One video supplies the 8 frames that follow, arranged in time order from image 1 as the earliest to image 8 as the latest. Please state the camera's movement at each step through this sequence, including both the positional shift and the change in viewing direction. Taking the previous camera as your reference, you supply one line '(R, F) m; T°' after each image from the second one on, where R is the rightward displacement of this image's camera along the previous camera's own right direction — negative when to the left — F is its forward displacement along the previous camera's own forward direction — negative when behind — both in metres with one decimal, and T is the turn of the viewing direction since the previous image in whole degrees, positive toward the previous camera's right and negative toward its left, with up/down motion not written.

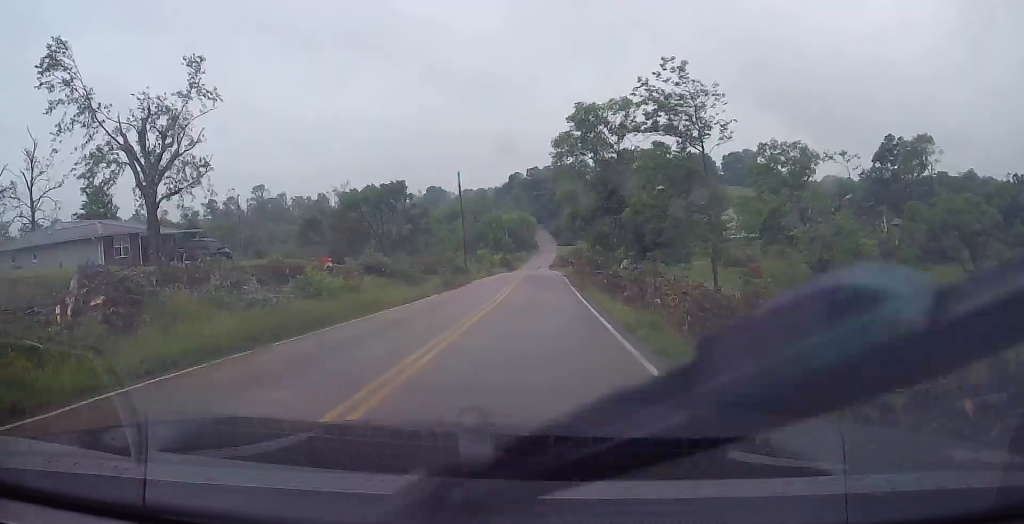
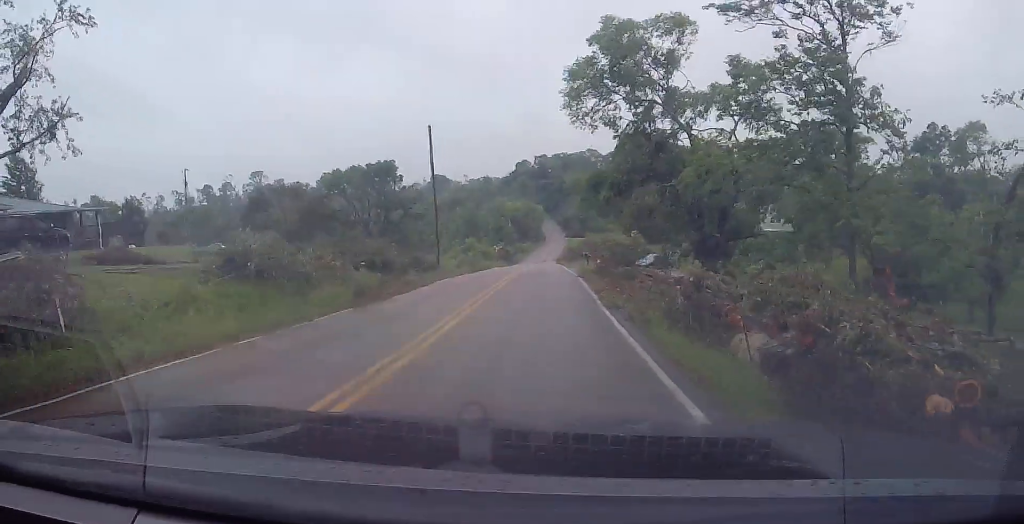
(+0.8, +15.6) m; +3°
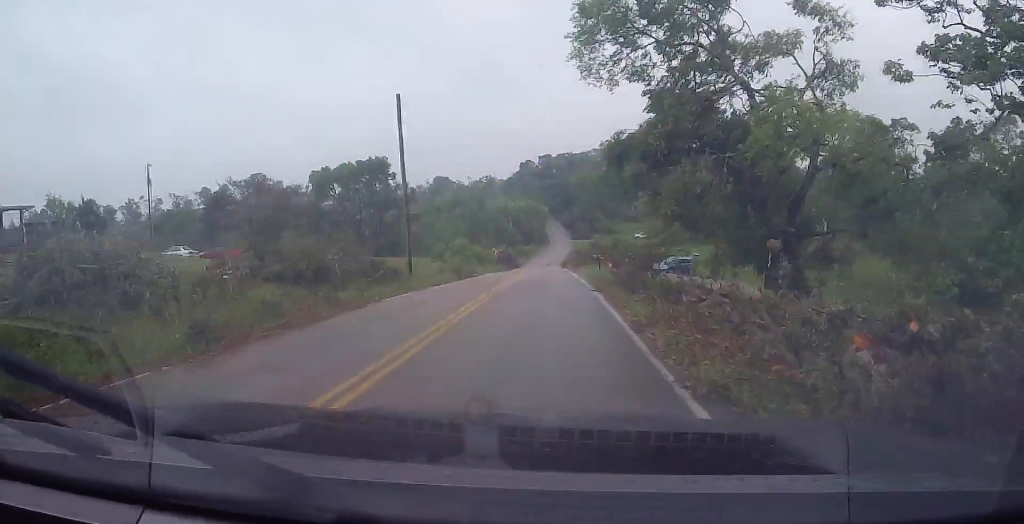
(-0.1, +8.5) m; -1°
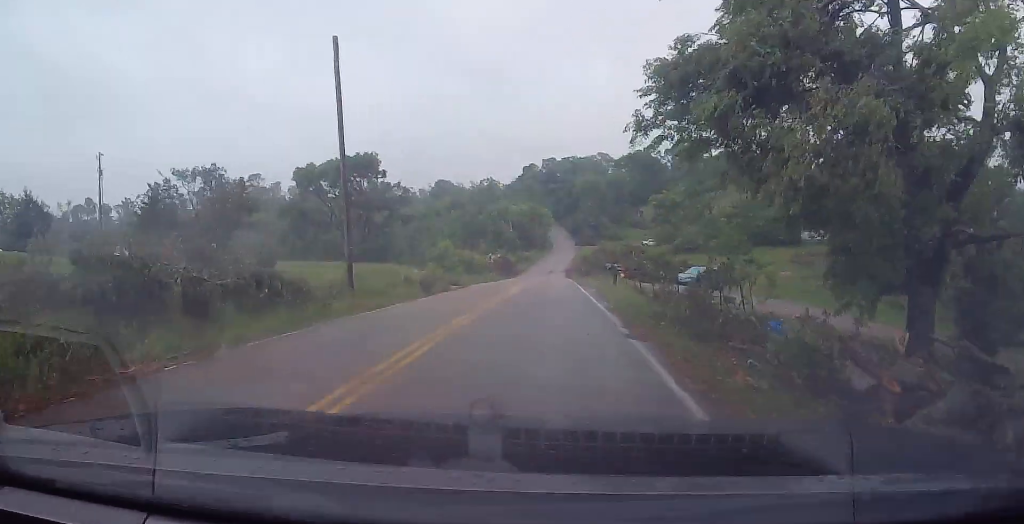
(-0.1, +9.0) m; -1°
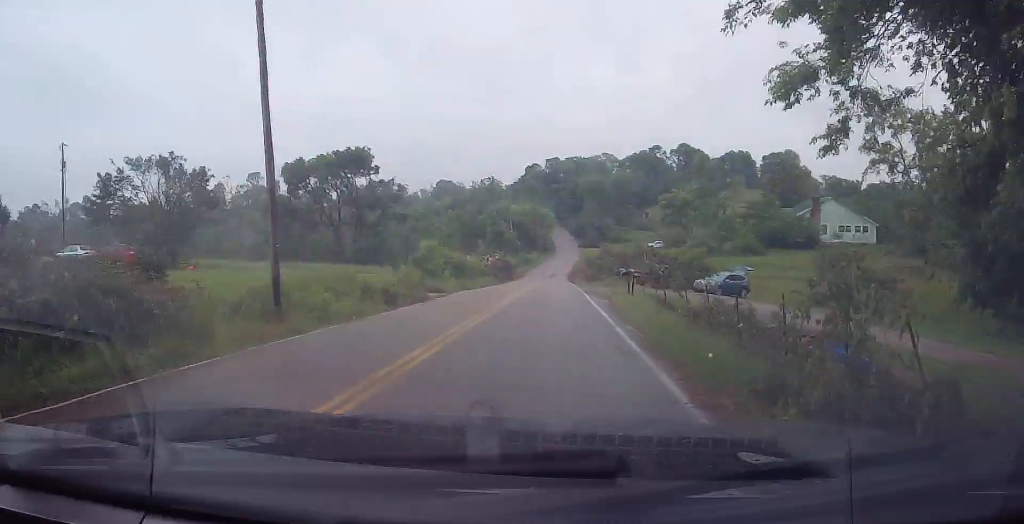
(-0.2, +5.9) m; -1°
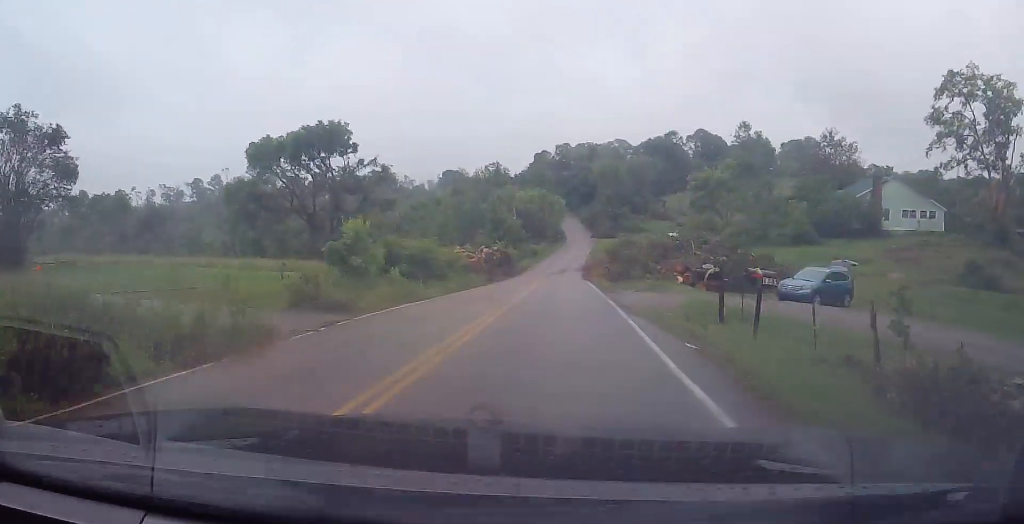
(-0.1, +14.5) m; +1°
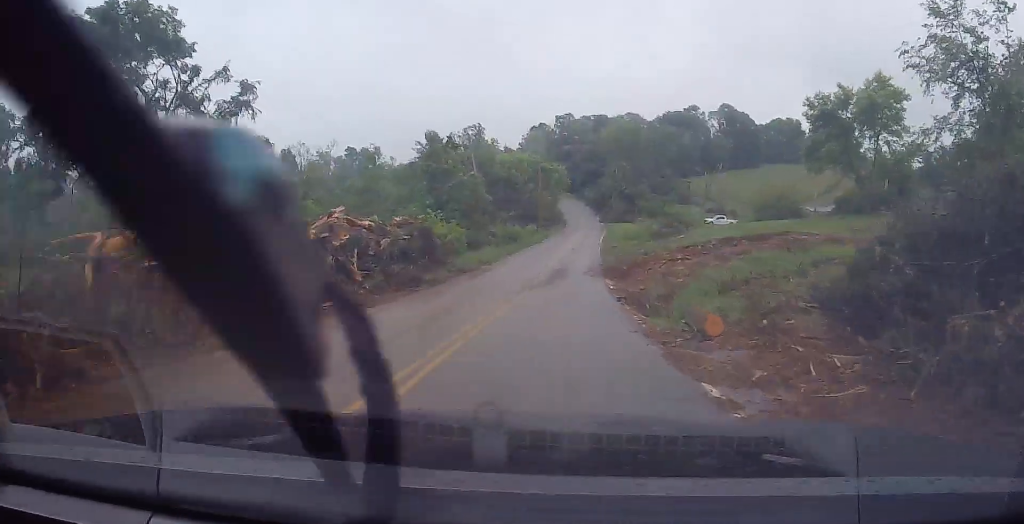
(+0.4, +39.9) m; -1°
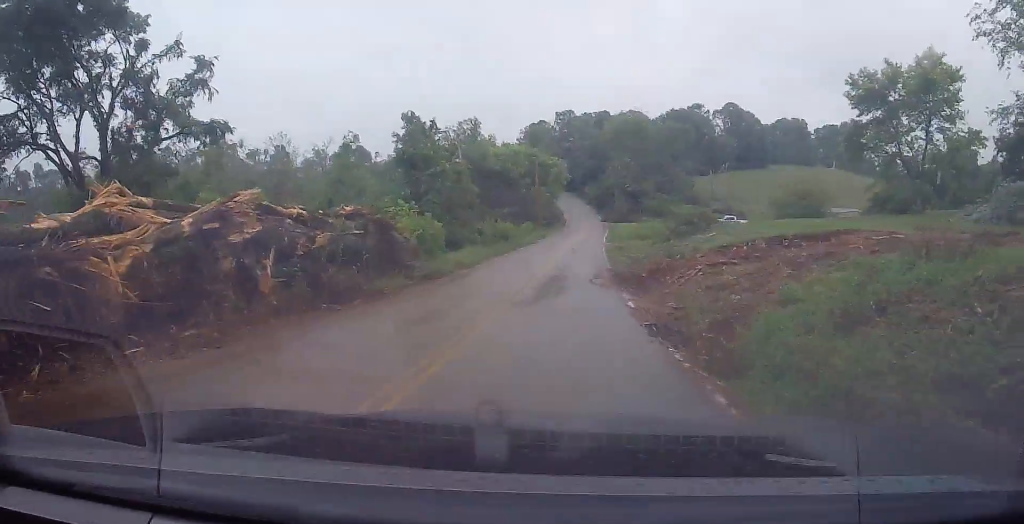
(0.0, +6.6) m; 0°
